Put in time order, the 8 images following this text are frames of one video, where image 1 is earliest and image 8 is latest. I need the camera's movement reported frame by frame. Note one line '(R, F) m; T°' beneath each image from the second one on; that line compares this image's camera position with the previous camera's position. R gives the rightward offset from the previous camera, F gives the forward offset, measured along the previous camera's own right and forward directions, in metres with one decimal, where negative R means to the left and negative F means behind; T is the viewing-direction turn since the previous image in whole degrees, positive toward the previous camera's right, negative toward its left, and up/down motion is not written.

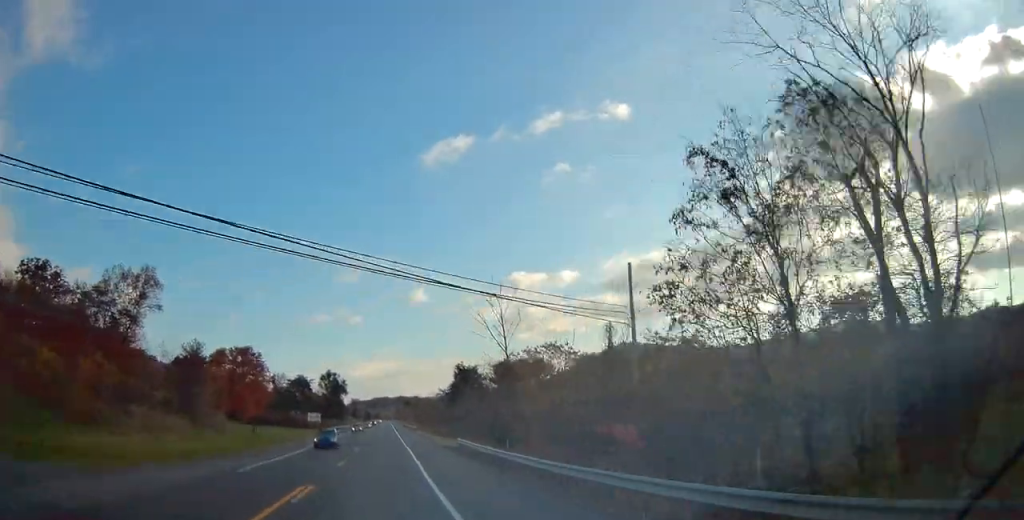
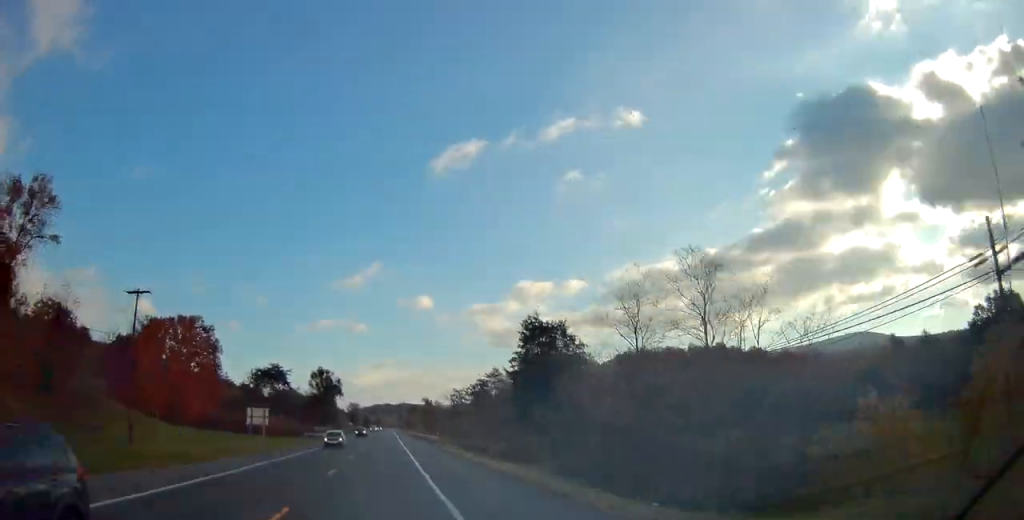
(-0.1, +40.0) m; 0°
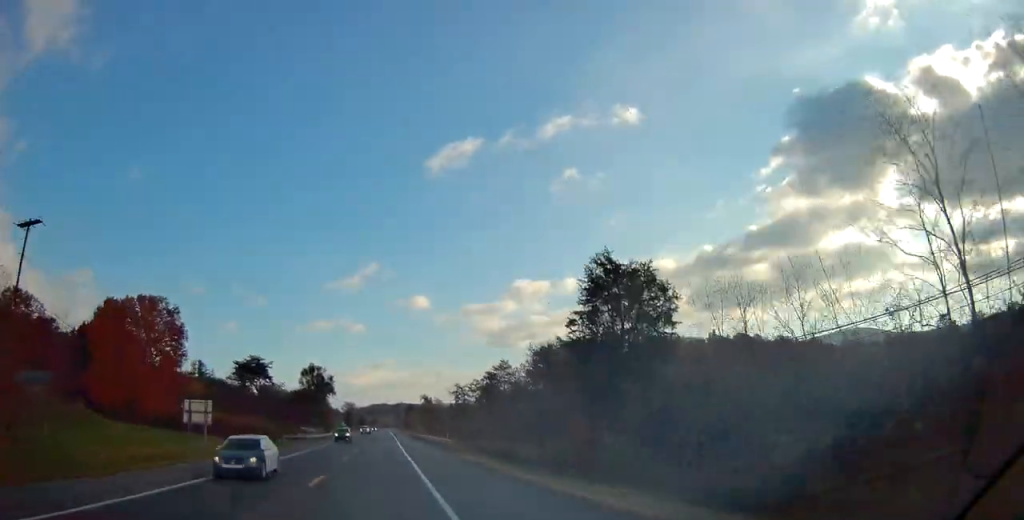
(+0.1, +15.8) m; 0°
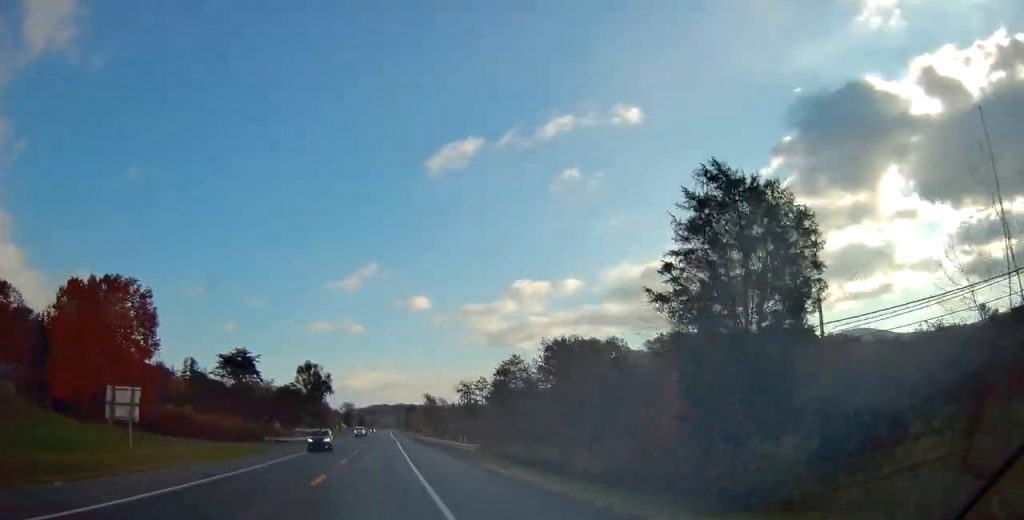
(-0.1, +10.9) m; 0°
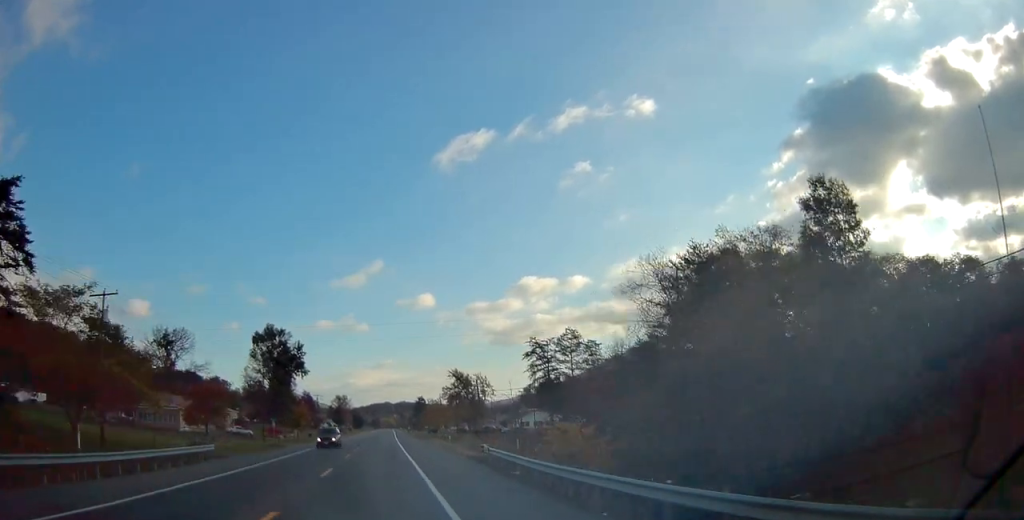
(+0.5, +69.6) m; +1°
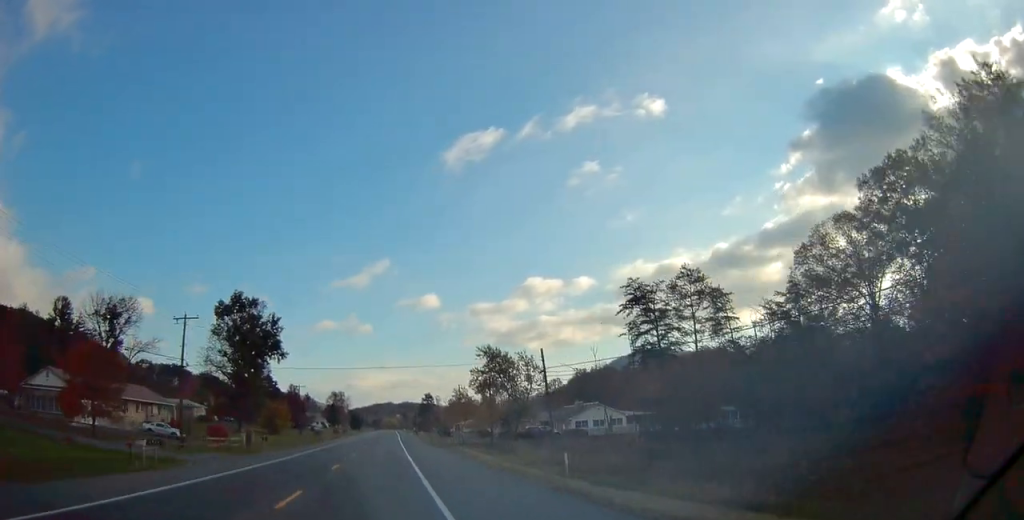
(-0.4, +31.7) m; -1°
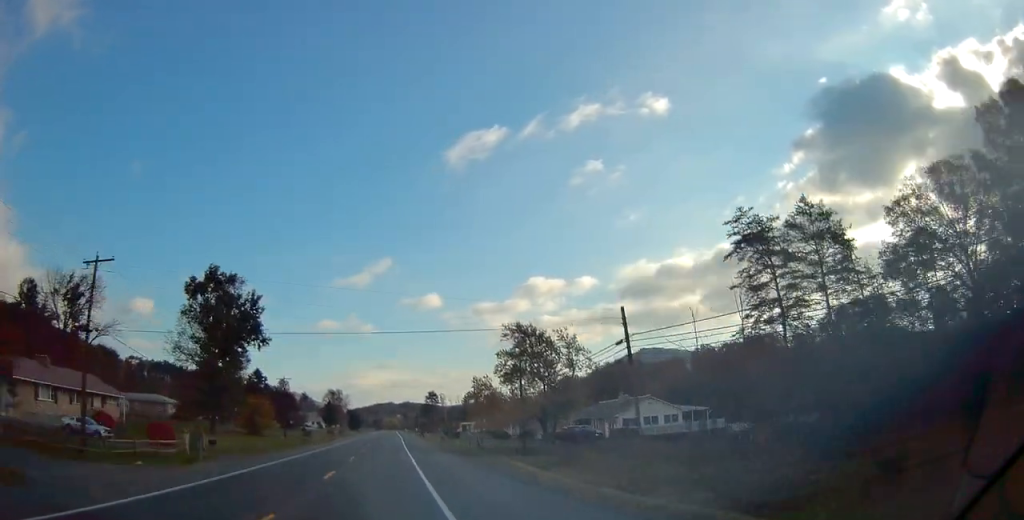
(-0.1, +16.2) m; 0°
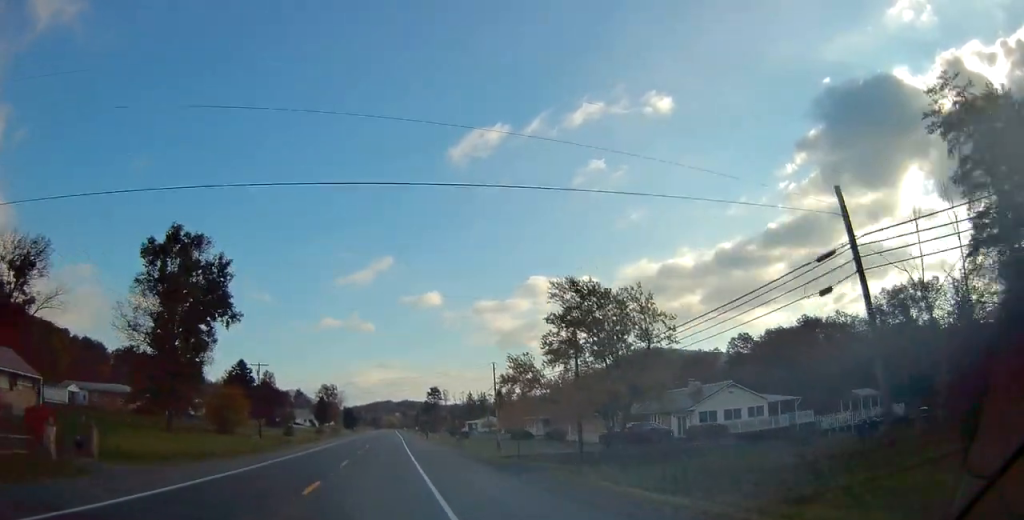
(+0.2, +16.9) m; 0°
